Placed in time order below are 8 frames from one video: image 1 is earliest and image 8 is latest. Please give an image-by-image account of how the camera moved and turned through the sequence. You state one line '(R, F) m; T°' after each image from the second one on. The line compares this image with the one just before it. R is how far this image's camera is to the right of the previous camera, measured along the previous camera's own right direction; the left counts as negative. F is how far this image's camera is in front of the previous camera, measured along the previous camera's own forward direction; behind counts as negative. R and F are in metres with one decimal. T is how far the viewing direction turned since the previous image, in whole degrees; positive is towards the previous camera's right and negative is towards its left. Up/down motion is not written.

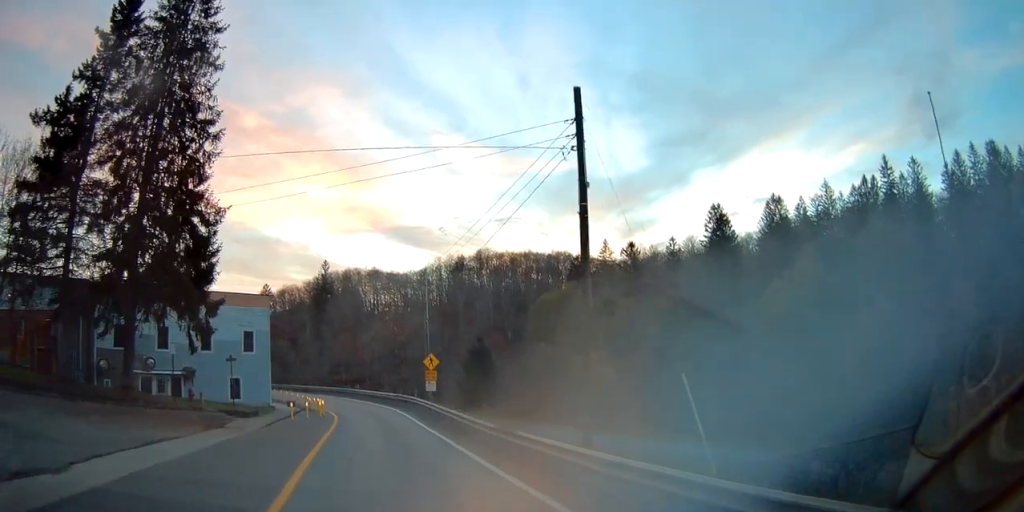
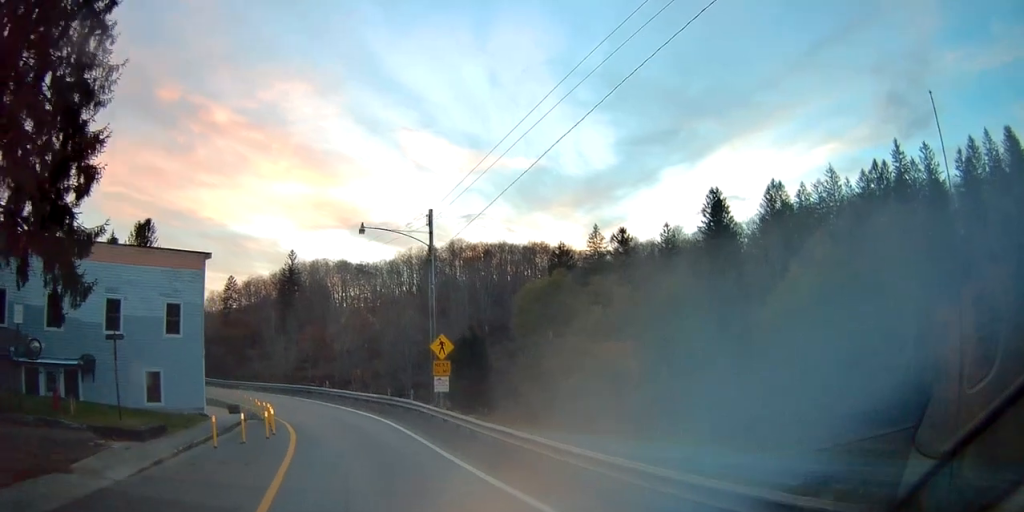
(+0.1, +12.4) m; +2°
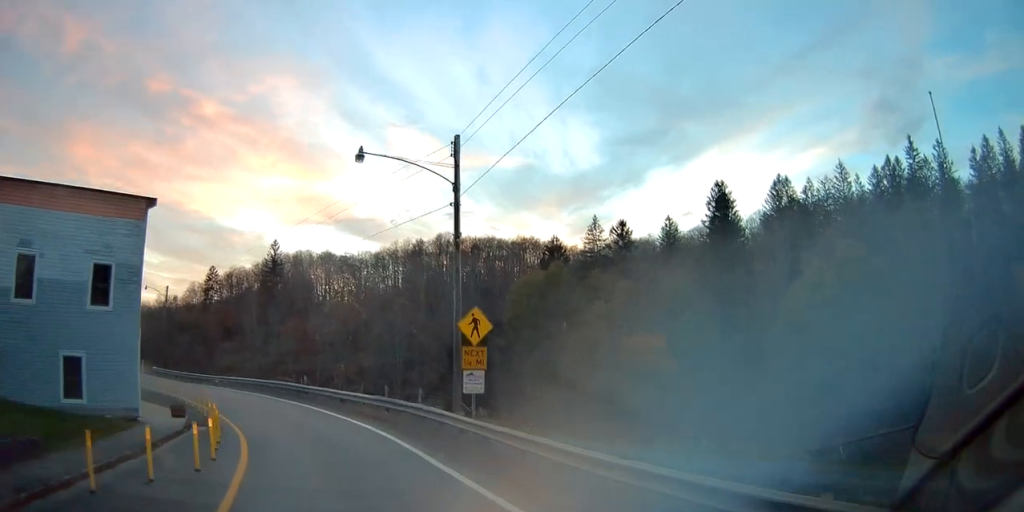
(+0.2, +7.9) m; +4°
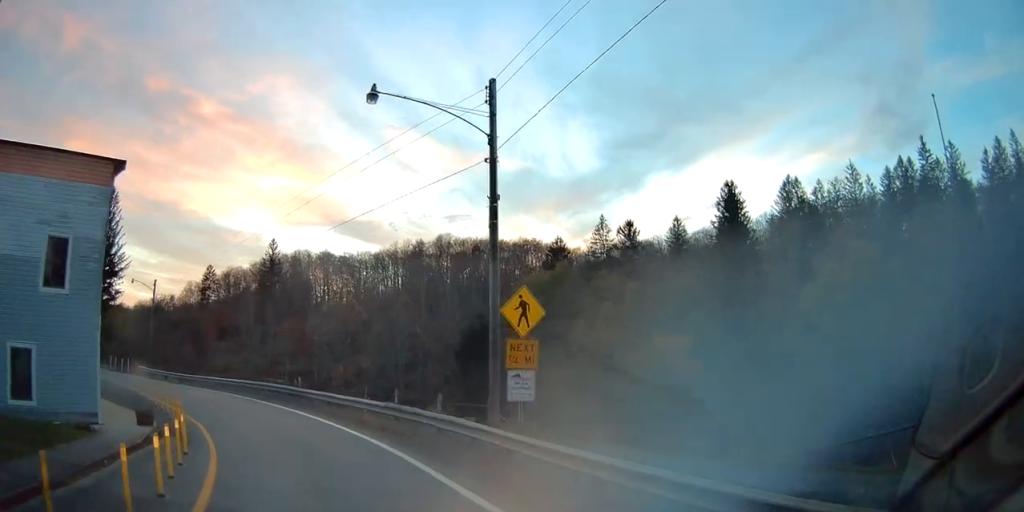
(+0.2, +4.0) m; 0°
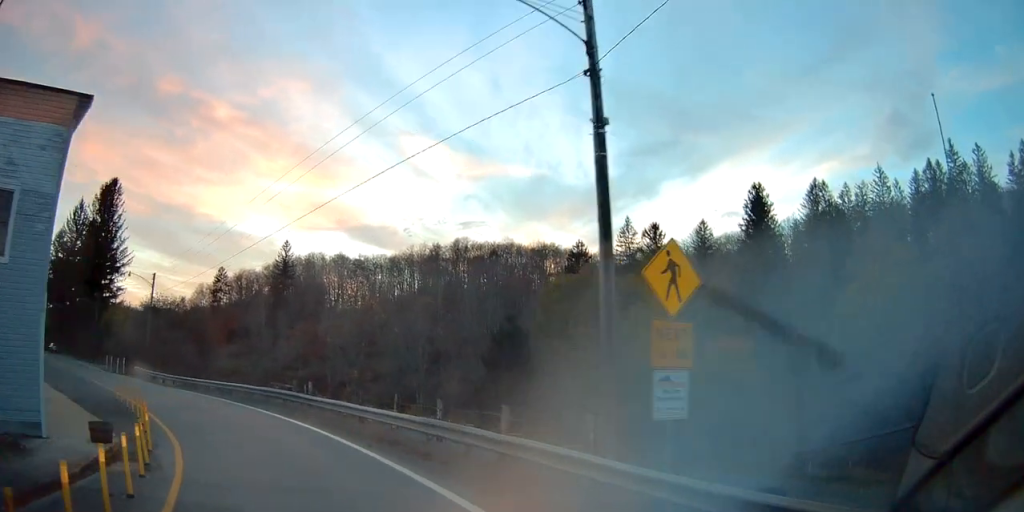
(+0.1, +4.8) m; 0°
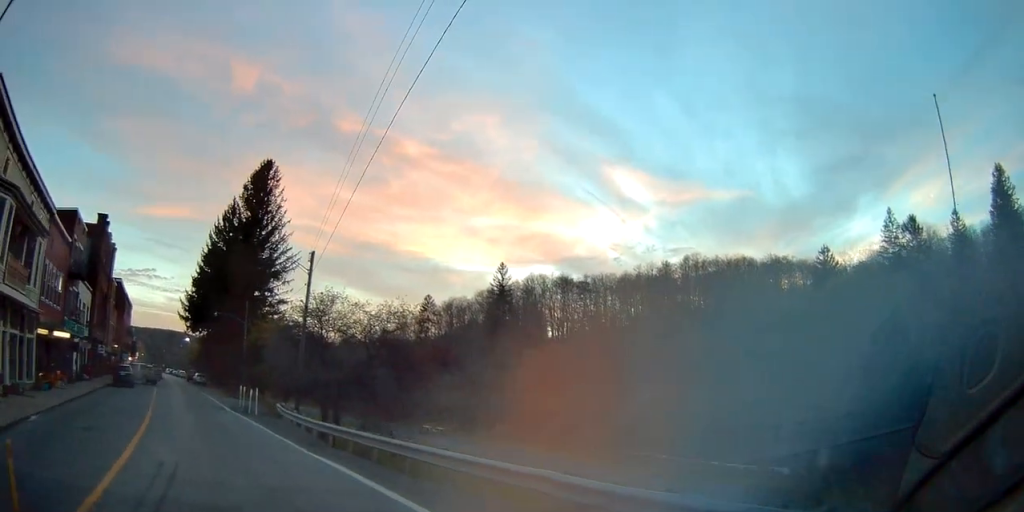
(-2.7, +20.3) m; -18°
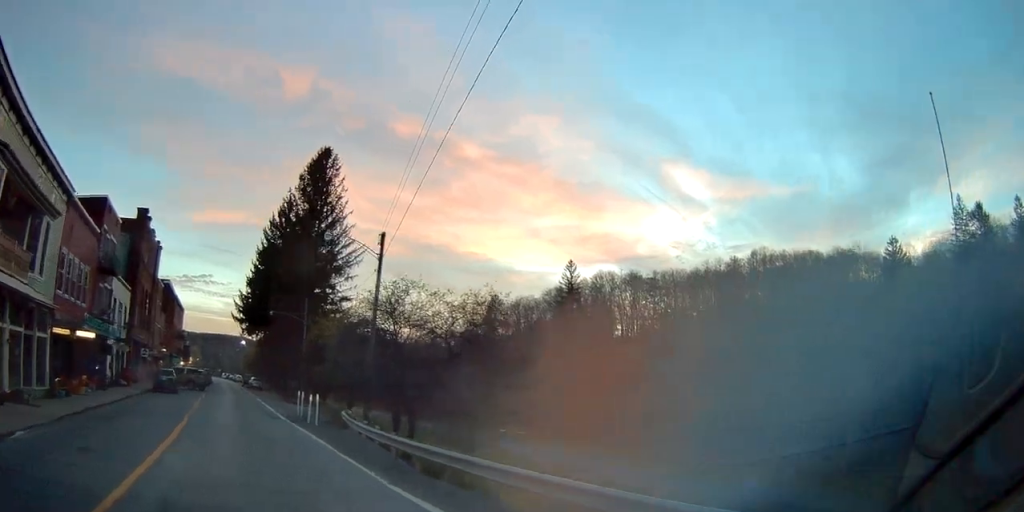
(-0.1, +4.8) m; -5°
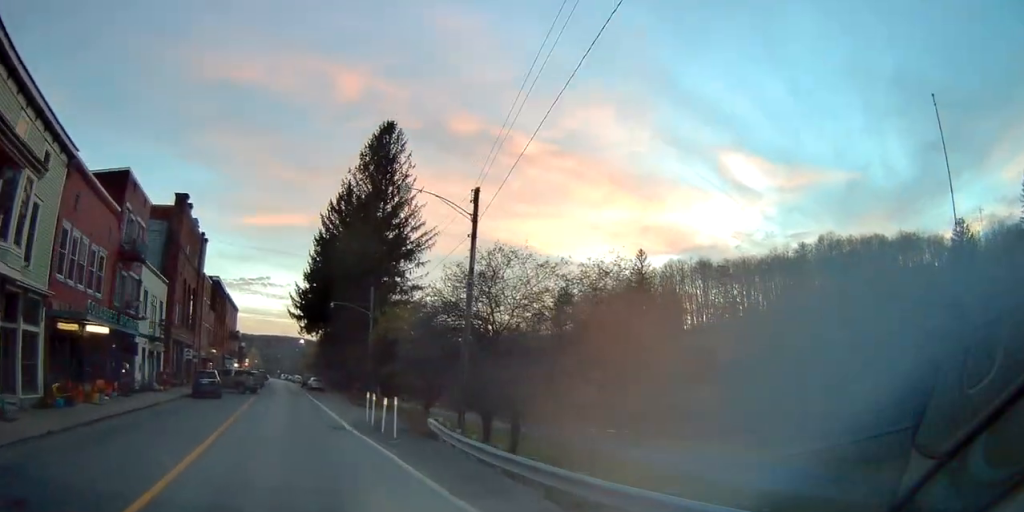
(-0.4, +6.4) m; -7°
